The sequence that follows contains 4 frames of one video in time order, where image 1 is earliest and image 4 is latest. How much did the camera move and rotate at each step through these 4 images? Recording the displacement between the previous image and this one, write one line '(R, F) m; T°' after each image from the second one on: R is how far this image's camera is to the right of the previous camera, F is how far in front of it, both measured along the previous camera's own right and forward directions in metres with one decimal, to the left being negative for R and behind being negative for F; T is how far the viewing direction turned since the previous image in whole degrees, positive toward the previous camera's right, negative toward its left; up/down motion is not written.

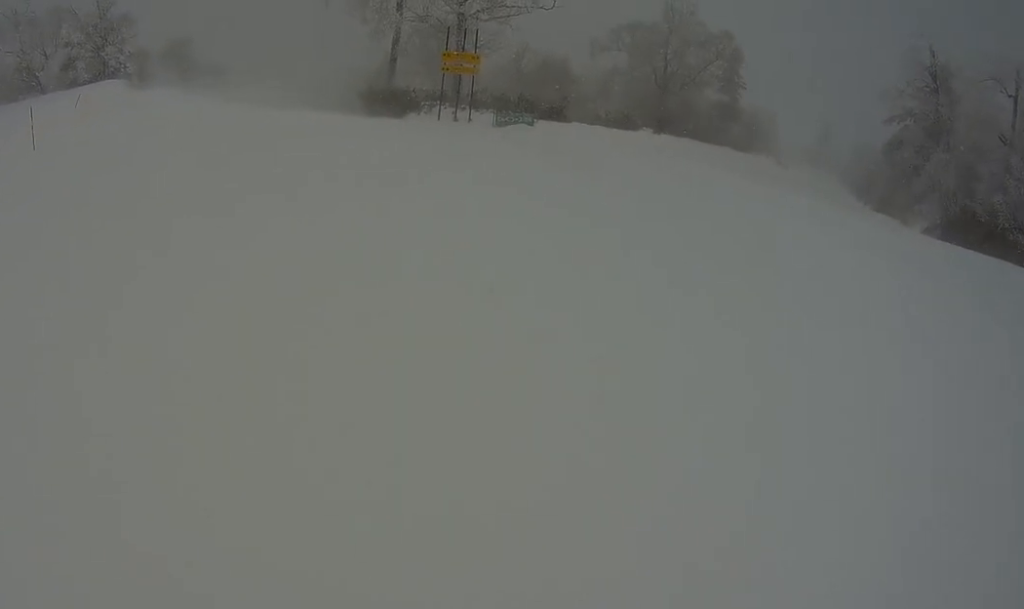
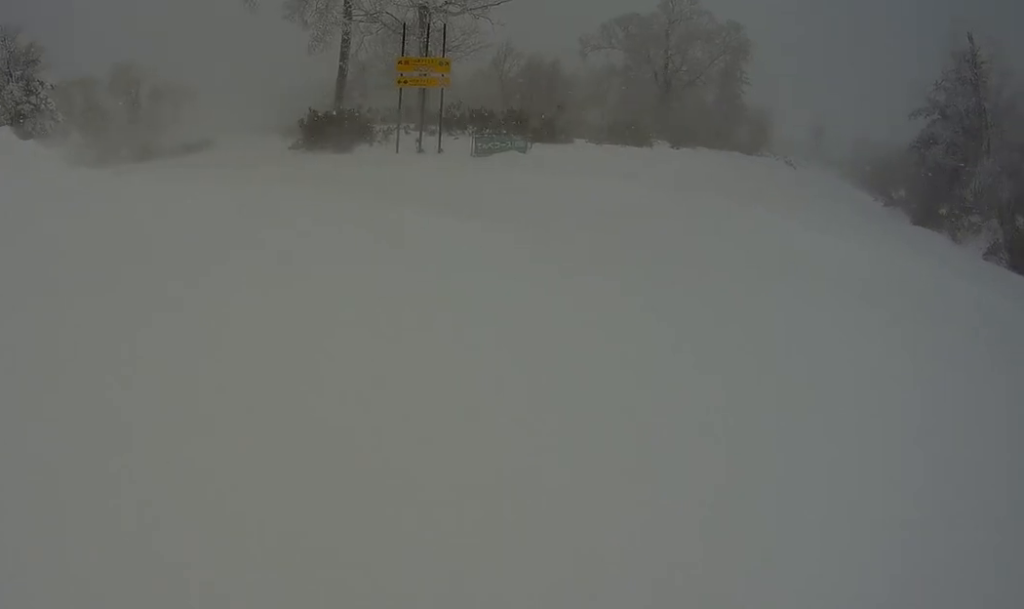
(+1.2, +7.5) m; -2°
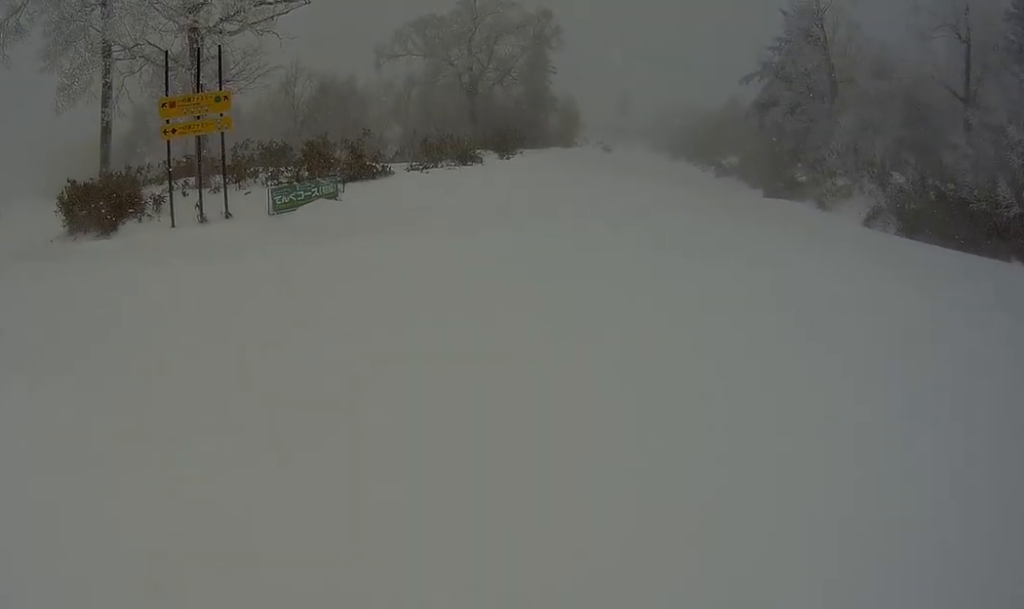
(-0.6, +6.7) m; -1°
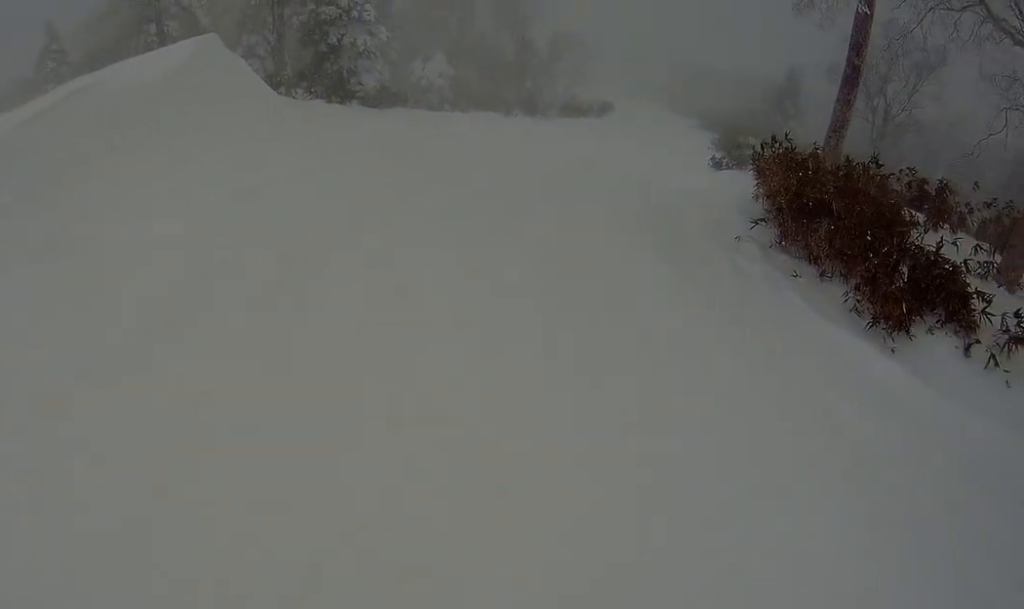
(-3.5, +17.0) m; -32°
